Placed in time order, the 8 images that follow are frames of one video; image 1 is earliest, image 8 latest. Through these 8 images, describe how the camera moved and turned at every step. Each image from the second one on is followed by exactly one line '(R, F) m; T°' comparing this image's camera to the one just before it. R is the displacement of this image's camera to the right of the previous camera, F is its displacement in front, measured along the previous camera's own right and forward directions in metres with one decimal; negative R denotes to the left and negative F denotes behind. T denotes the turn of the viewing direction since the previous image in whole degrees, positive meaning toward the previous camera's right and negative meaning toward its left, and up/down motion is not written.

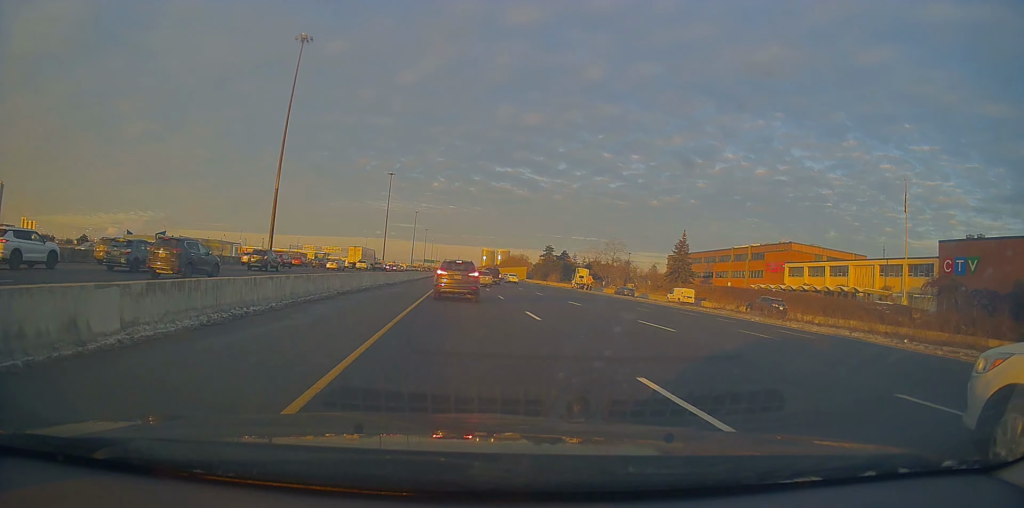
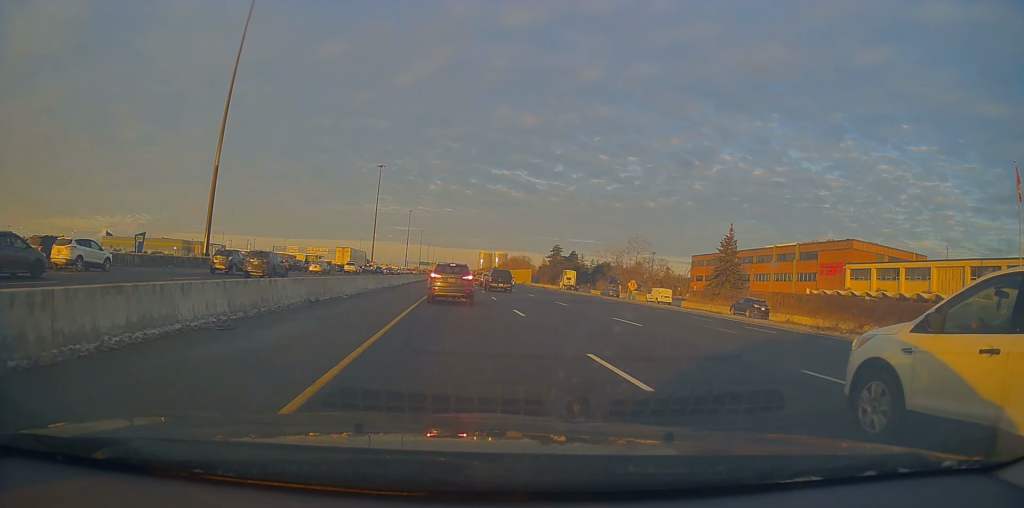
(-0.3, +21.8) m; -1°
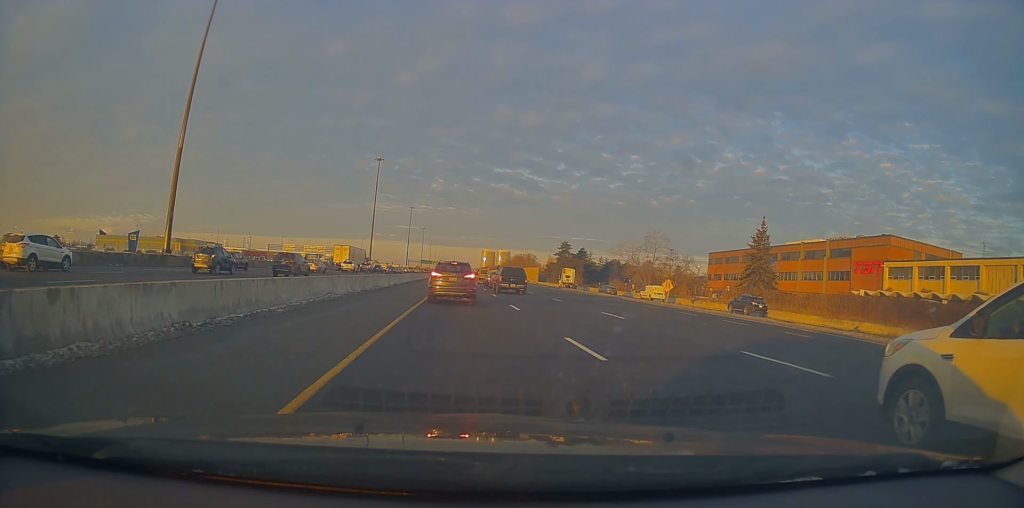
(0.0, +9.7) m; 0°
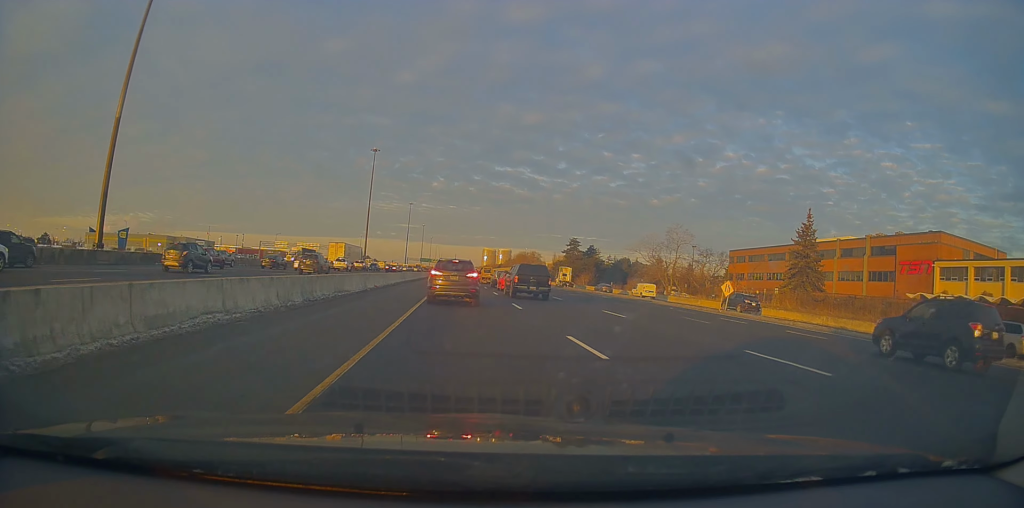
(+0.1, +11.8) m; 0°
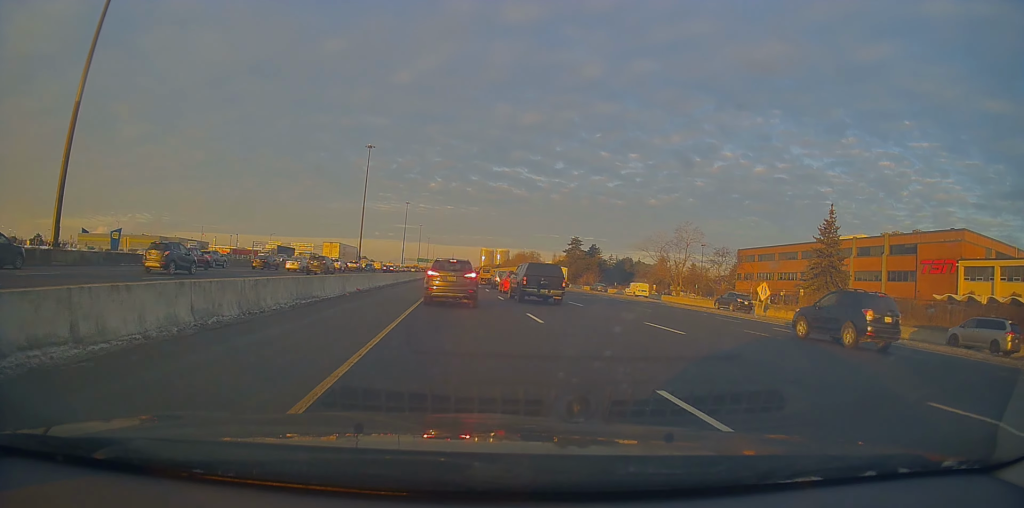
(-0.1, +5.6) m; 0°
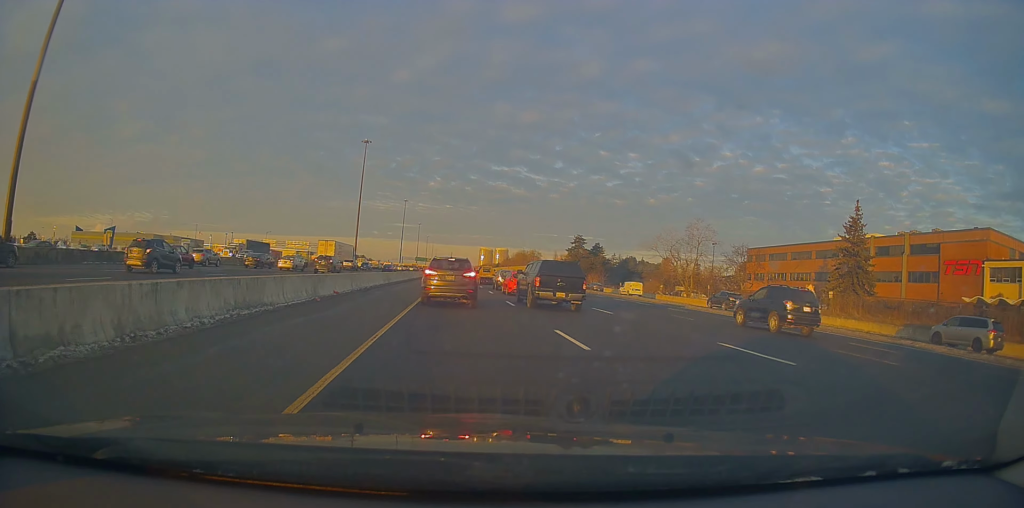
(0.0, +5.6) m; 0°
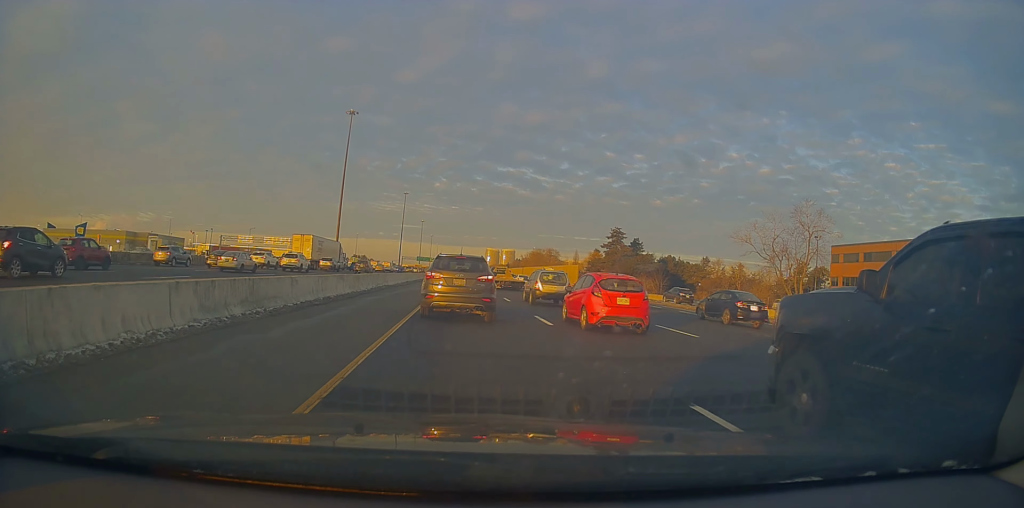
(+0.3, +33.0) m; 0°
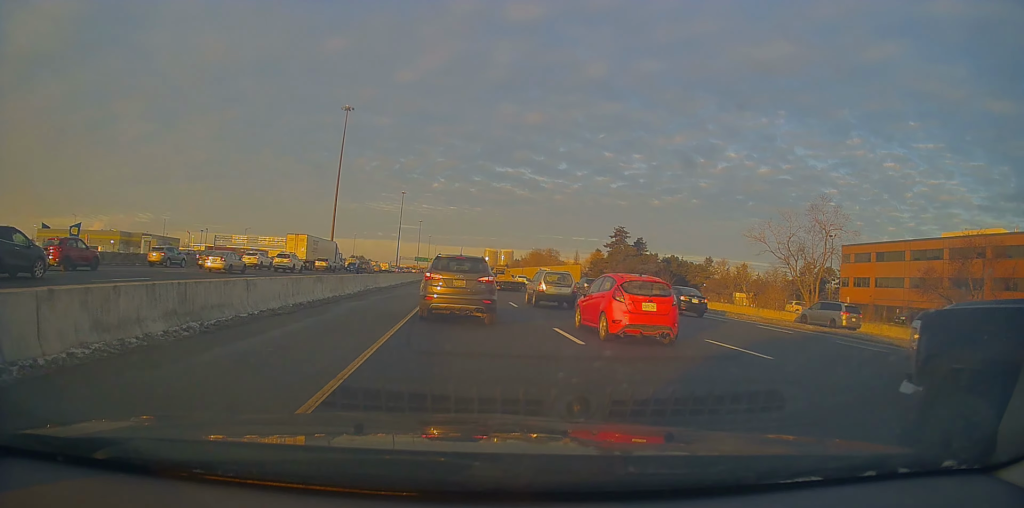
(-0.1, +4.1) m; 0°
